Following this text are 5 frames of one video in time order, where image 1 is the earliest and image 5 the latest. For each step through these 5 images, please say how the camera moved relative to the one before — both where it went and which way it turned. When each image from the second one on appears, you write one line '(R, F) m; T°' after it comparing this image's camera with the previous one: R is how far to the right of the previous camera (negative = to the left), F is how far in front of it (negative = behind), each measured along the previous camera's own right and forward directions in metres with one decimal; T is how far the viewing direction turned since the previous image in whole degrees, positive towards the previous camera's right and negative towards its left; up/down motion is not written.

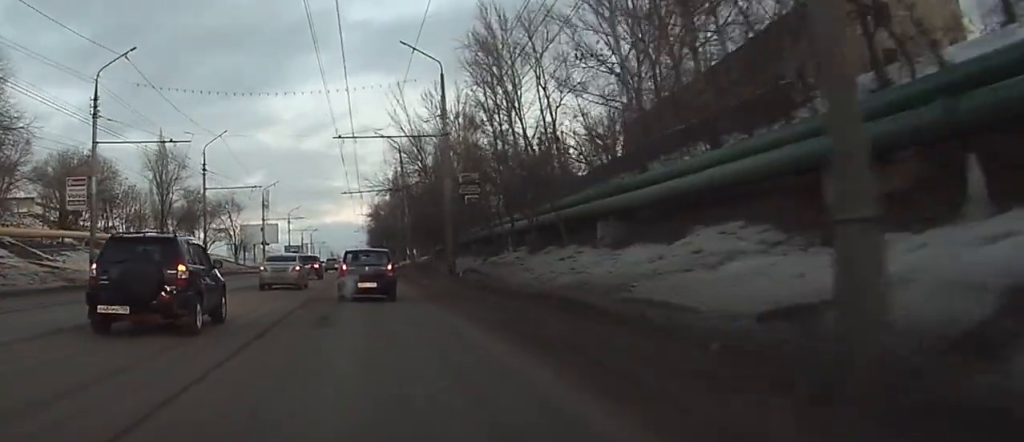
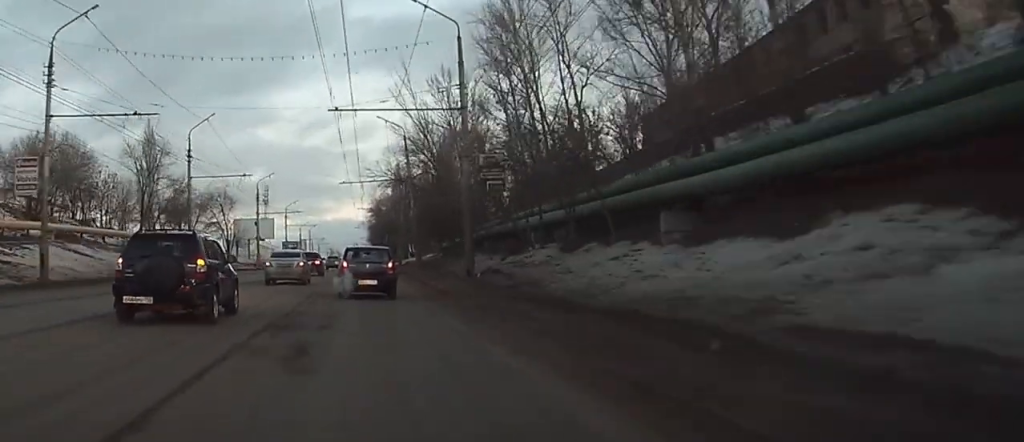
(0.0, +6.8) m; 0°
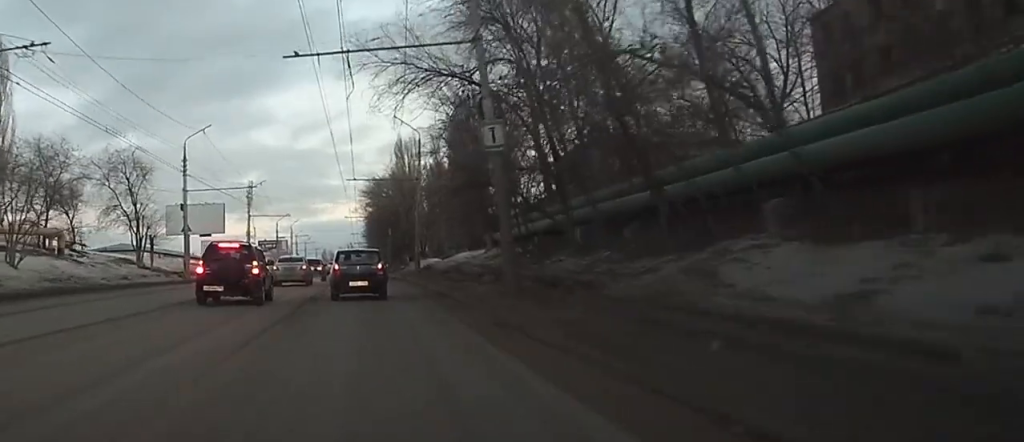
(-1.9, +40.6) m; -2°
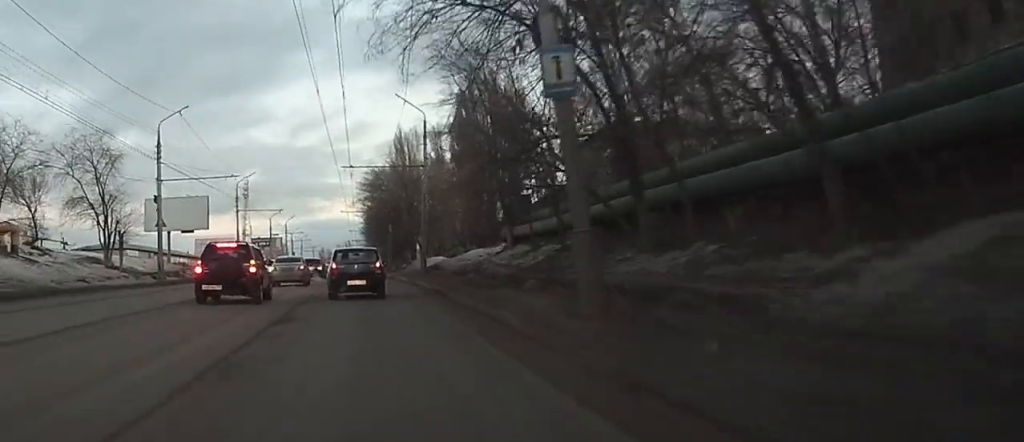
(+0.3, +7.8) m; +2°
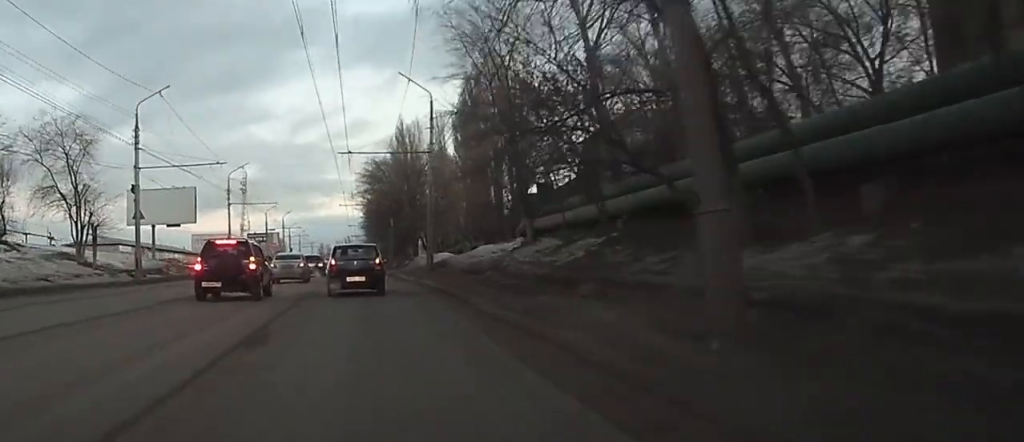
(0.0, +5.6) m; 0°
